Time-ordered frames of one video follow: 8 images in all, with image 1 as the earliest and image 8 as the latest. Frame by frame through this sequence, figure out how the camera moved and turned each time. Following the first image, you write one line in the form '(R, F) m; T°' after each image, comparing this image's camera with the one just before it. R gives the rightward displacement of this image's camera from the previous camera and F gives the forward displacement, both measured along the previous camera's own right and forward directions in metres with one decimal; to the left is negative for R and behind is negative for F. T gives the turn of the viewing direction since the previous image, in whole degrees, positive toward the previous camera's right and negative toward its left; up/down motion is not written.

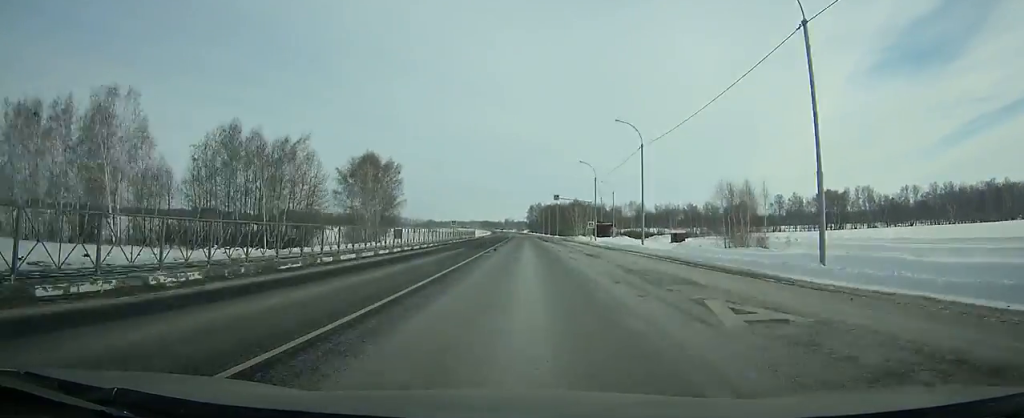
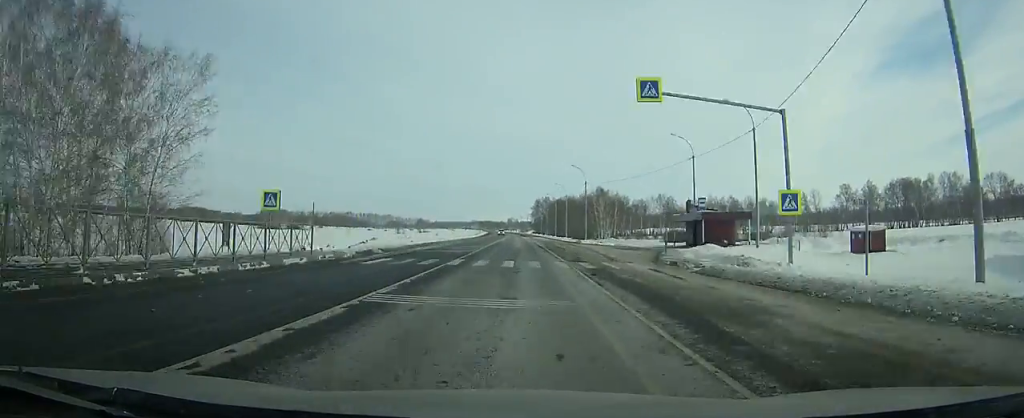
(-0.3, +68.8) m; -1°
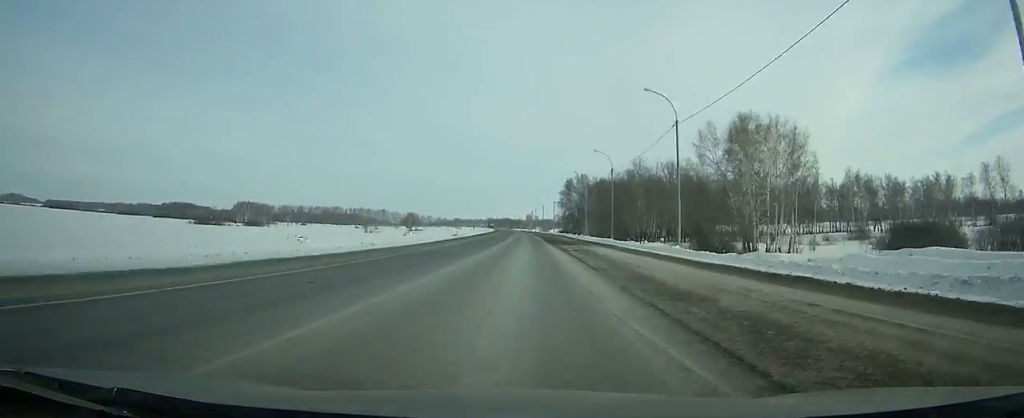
(-1.1, +105.1) m; -2°
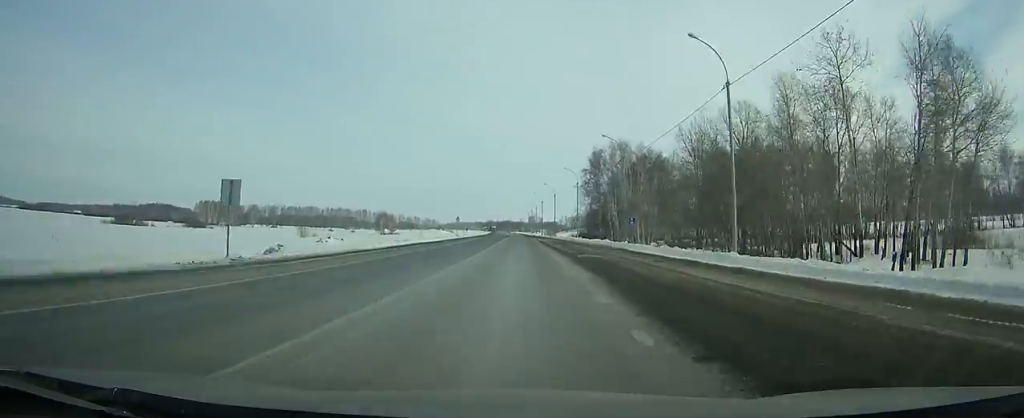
(-0.7, +70.0) m; -1°
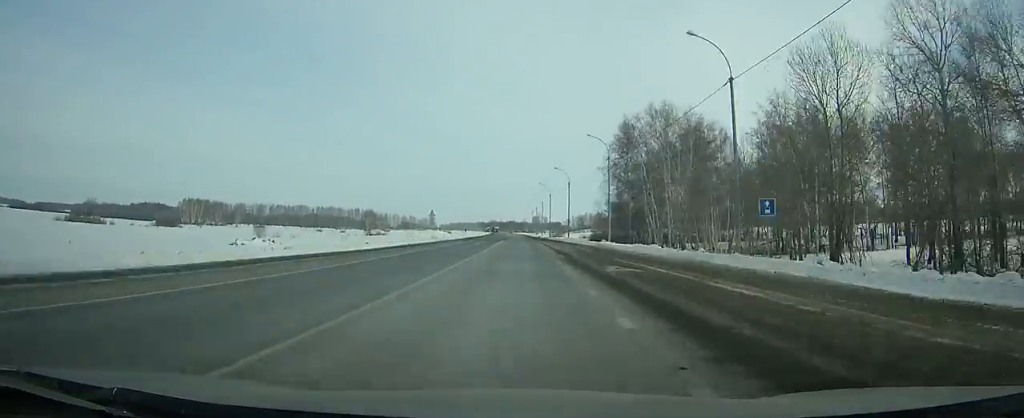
(-0.1, +31.6) m; 0°
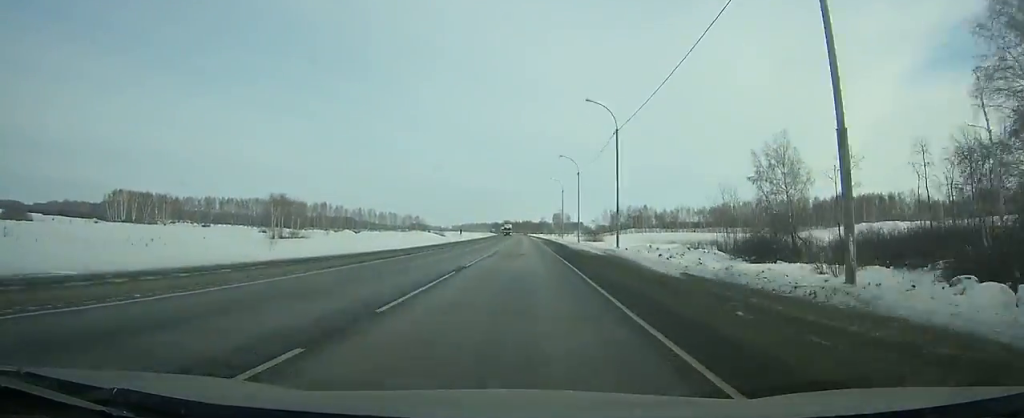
(-0.7, +104.9) m; -1°
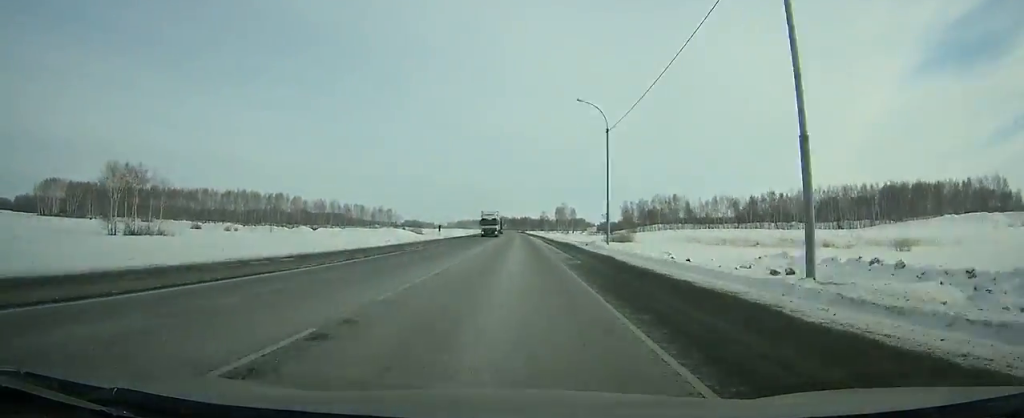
(-0.4, +59.1) m; -1°
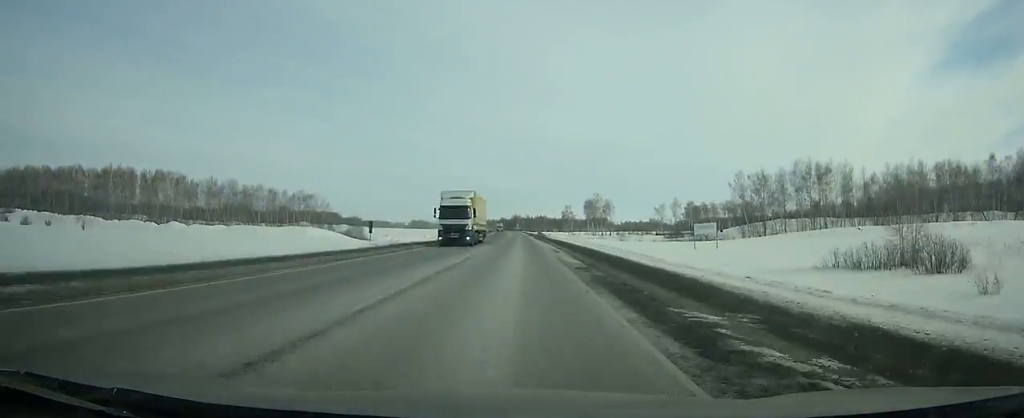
(-1.3, +104.2) m; -1°
